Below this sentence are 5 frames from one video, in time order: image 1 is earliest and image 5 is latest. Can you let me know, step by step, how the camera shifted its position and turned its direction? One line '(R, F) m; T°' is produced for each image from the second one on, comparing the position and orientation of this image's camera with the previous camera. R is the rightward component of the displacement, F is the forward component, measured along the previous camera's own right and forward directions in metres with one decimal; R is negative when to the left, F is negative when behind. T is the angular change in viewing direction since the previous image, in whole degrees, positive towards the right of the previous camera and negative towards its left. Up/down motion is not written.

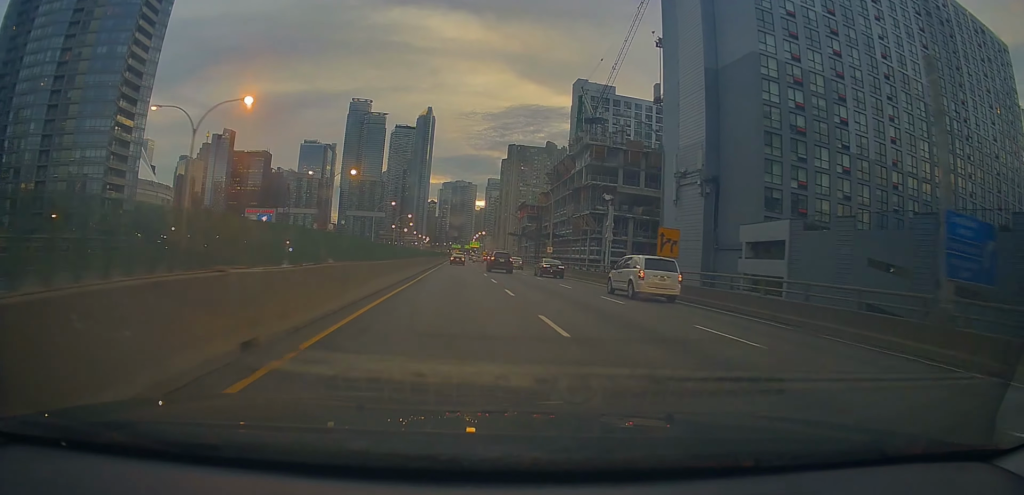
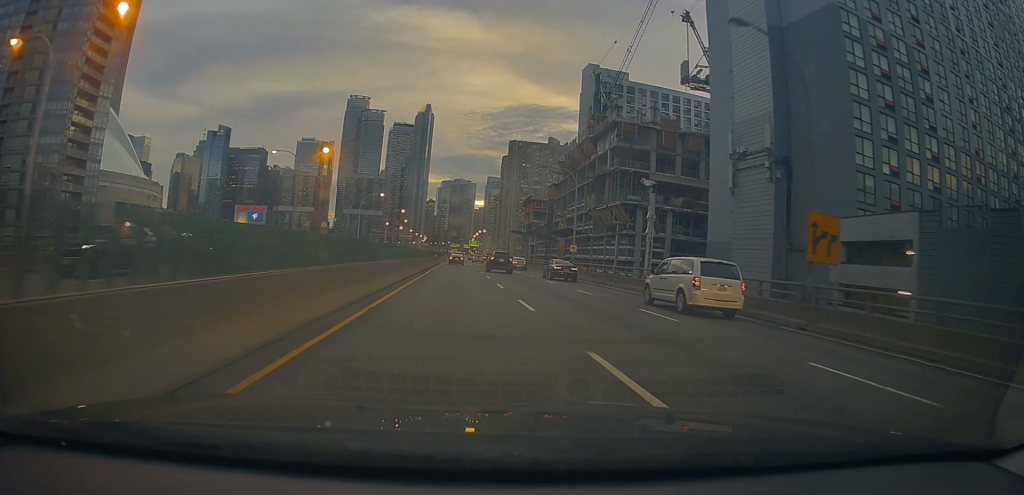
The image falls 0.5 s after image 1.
(-0.1, +13.7) m; 0°
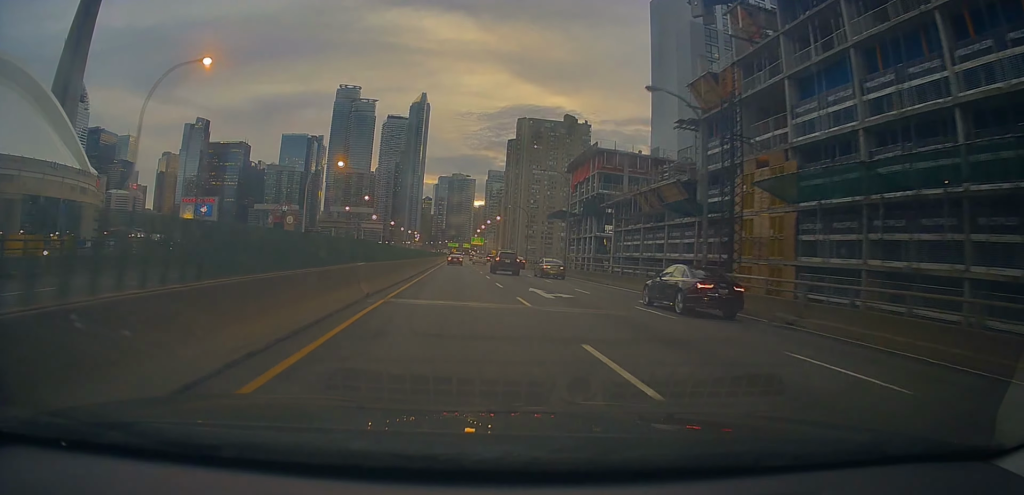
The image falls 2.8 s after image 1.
(+0.1, +63.0) m; -1°
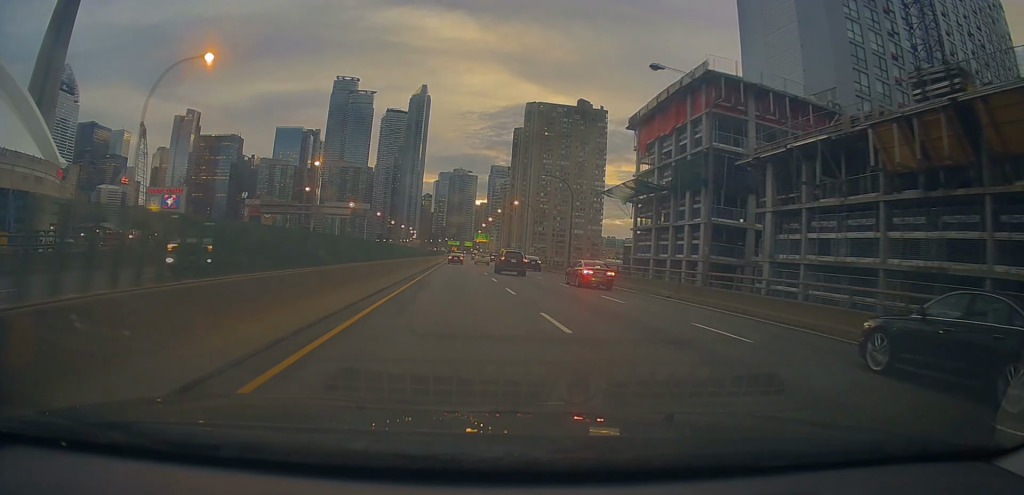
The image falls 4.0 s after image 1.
(+0.2, +31.9) m; +1°
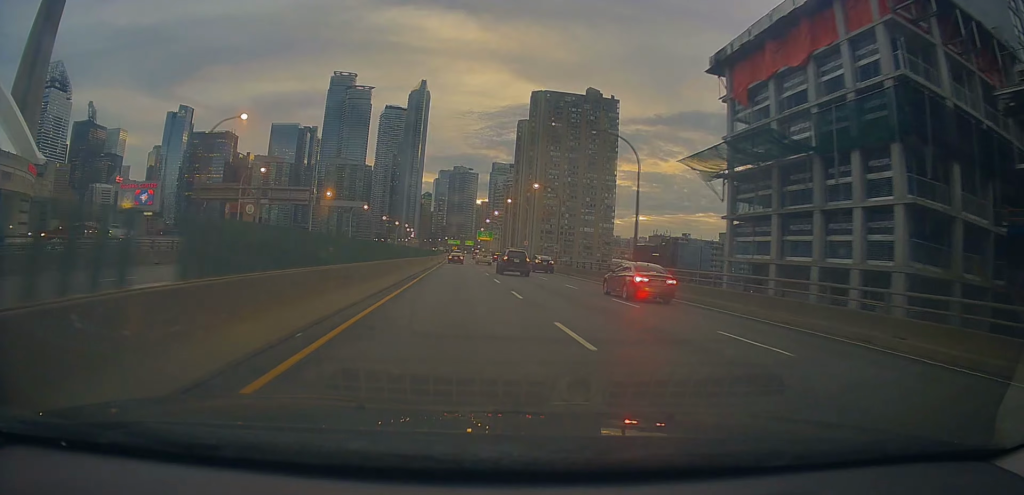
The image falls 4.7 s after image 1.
(+0.4, +20.0) m; 0°
